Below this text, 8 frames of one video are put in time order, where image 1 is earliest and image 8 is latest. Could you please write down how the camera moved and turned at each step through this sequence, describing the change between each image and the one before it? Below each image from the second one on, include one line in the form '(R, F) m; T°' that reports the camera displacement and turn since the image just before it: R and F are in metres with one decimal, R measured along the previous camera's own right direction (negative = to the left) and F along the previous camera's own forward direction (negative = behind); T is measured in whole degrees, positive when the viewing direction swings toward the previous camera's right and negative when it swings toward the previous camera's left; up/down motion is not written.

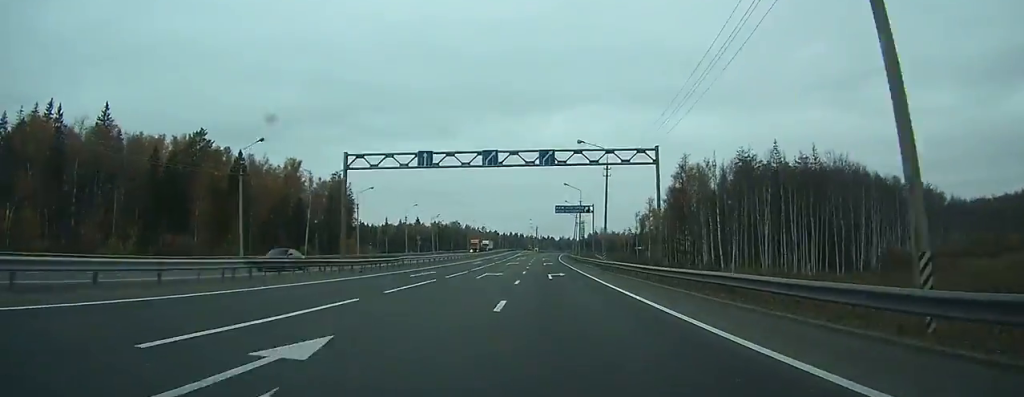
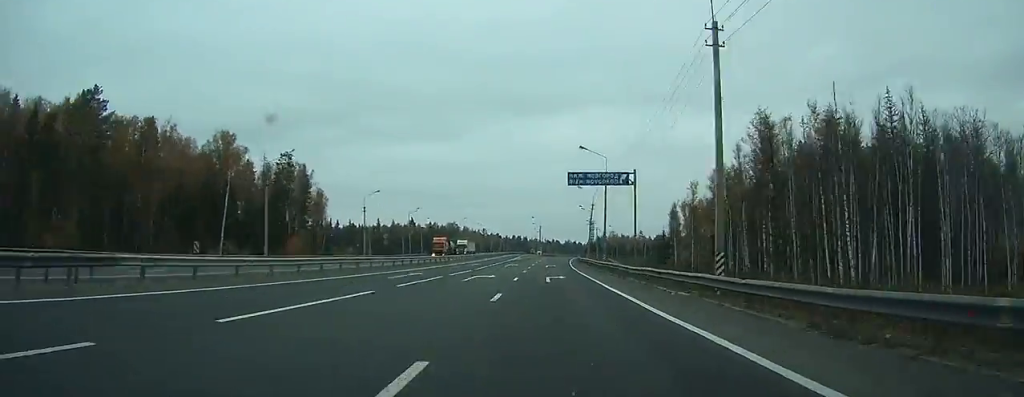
(0.0, +34.3) m; 0°
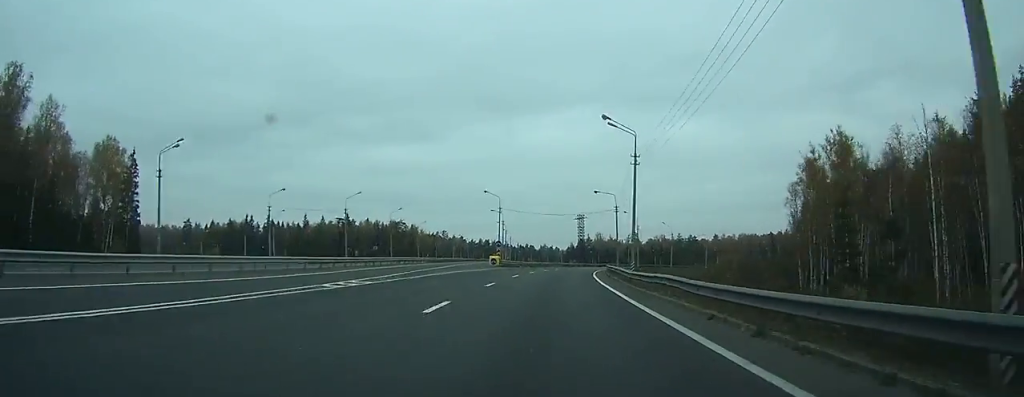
(+0.6, +87.2) m; +2°
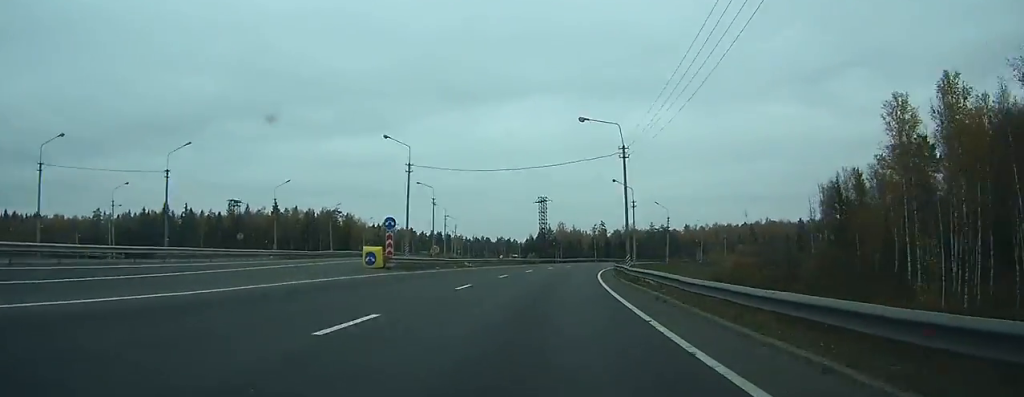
(+0.7, +38.6) m; +4°
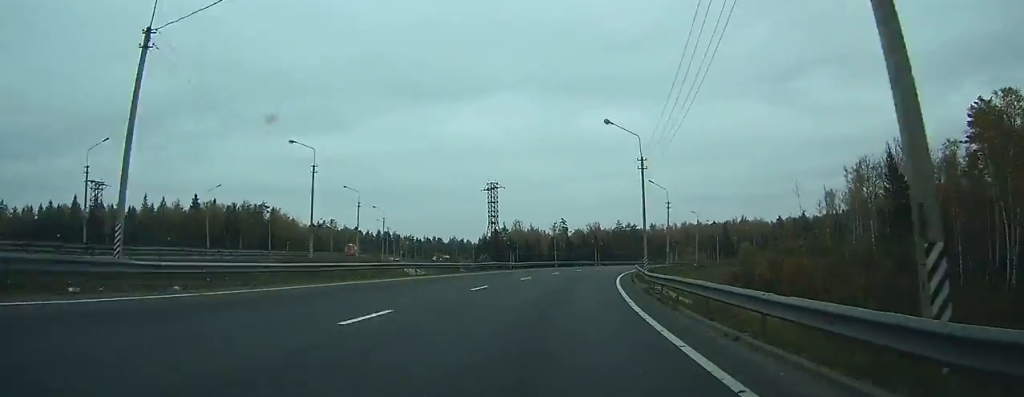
(+0.8, +34.1) m; +5°
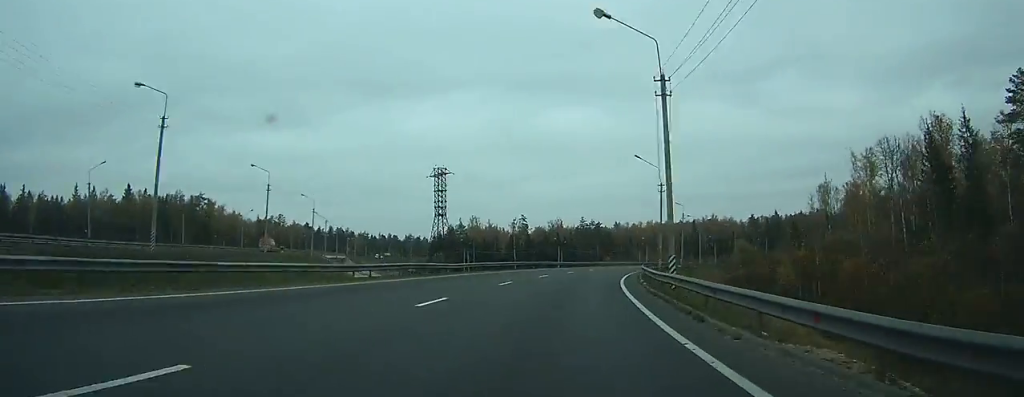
(+1.1, +20.0) m; +3°
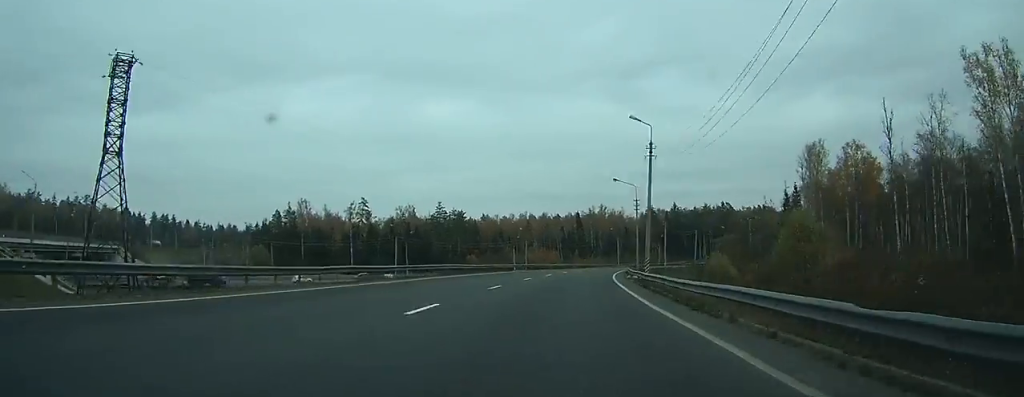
(+5.5, +61.3) m; +12°
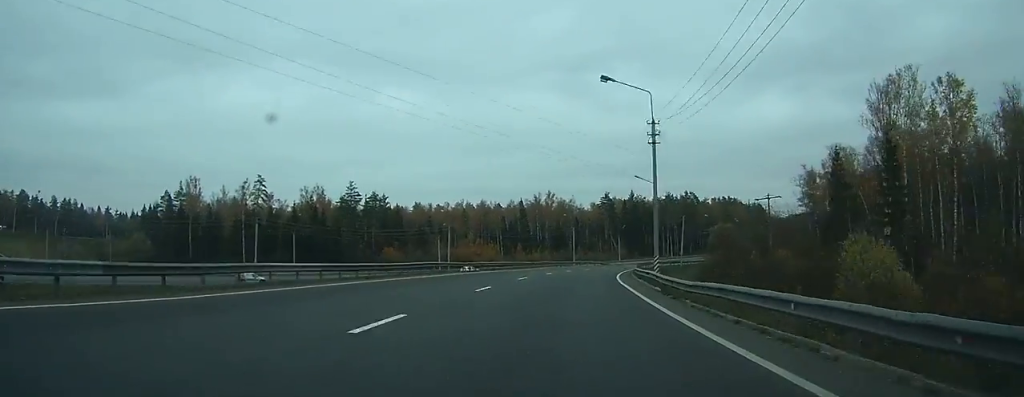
(+3.0, +38.5) m; +7°
